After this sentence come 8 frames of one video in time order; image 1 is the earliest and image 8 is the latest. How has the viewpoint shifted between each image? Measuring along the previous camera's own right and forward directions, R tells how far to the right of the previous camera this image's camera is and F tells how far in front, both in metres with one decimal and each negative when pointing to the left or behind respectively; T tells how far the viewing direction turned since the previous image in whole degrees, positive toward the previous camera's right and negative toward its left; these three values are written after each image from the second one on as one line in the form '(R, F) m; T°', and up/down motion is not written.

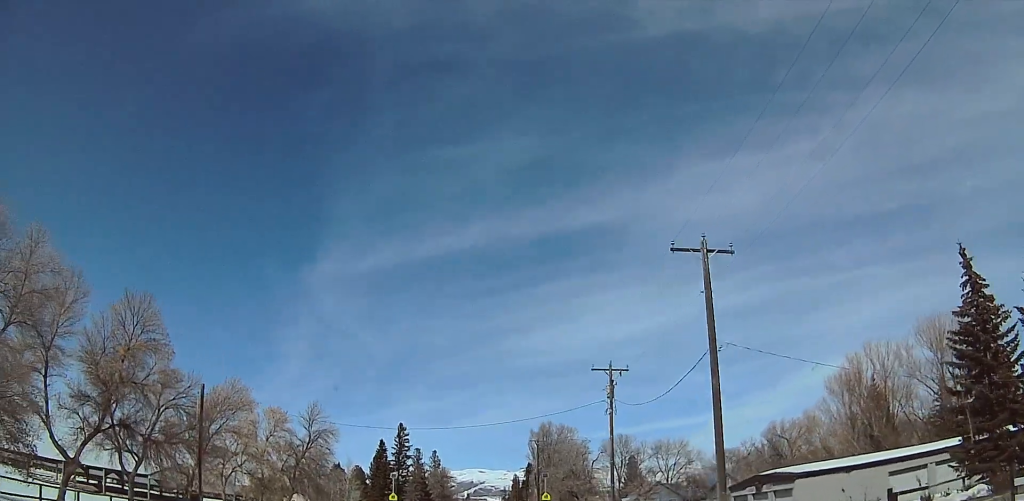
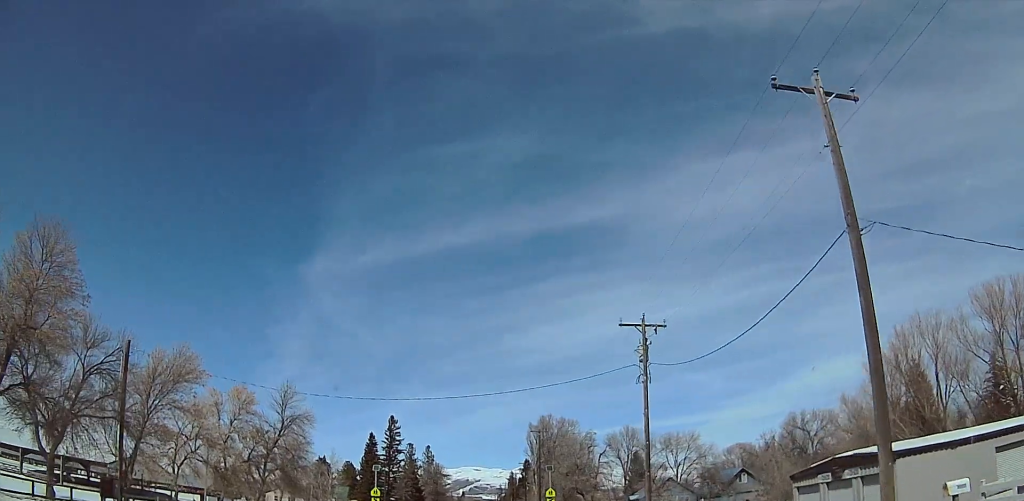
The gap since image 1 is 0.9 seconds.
(0.0, +9.5) m; 0°
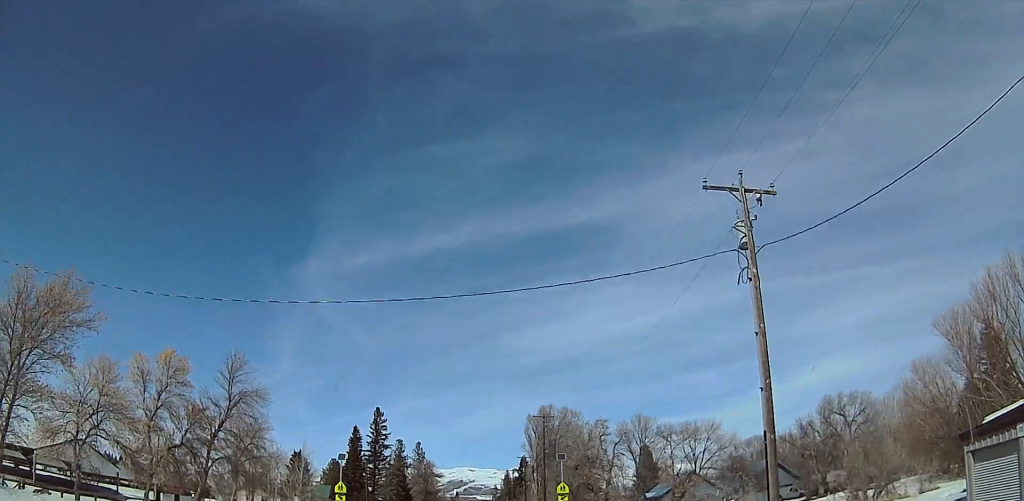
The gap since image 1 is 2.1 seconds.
(0.0, +13.9) m; 0°
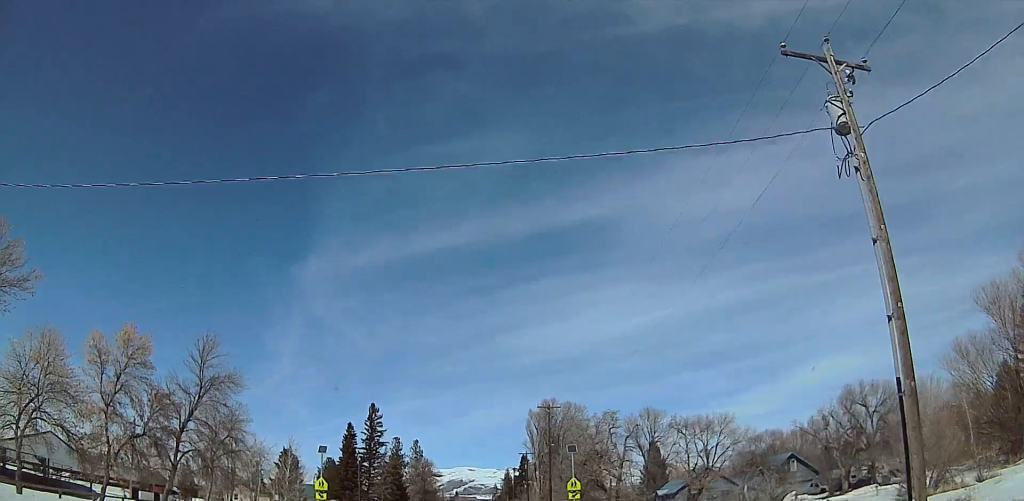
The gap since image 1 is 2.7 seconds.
(0.0, +6.3) m; 0°
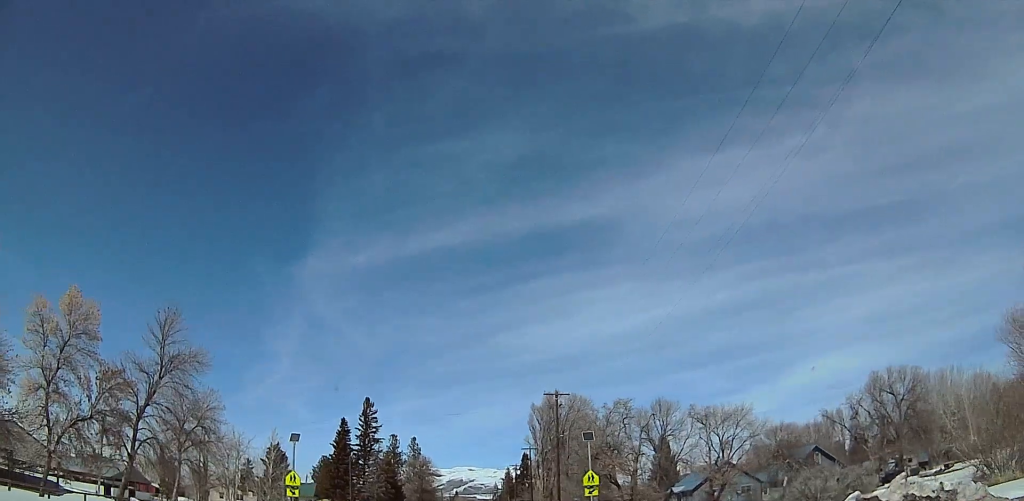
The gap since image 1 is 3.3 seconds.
(0.0, +7.1) m; 0°
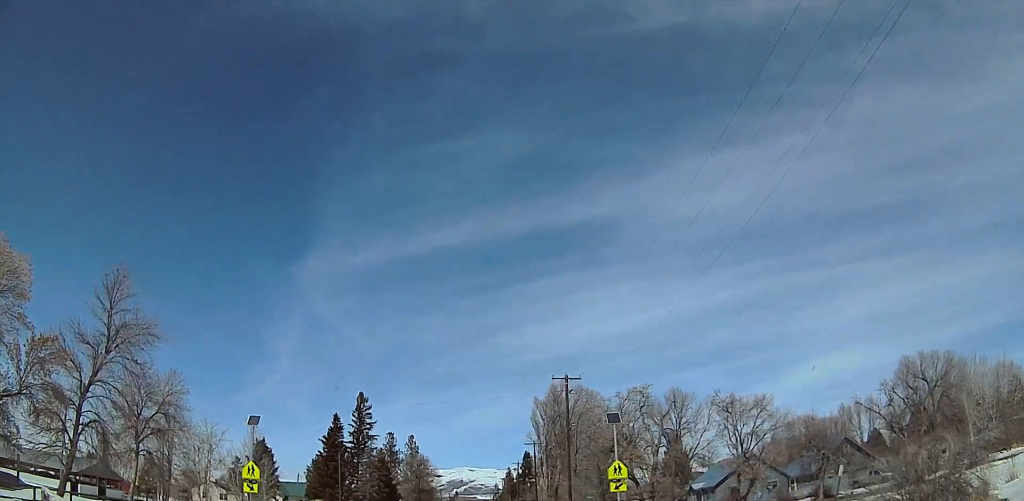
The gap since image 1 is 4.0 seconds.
(0.0, +7.6) m; 0°
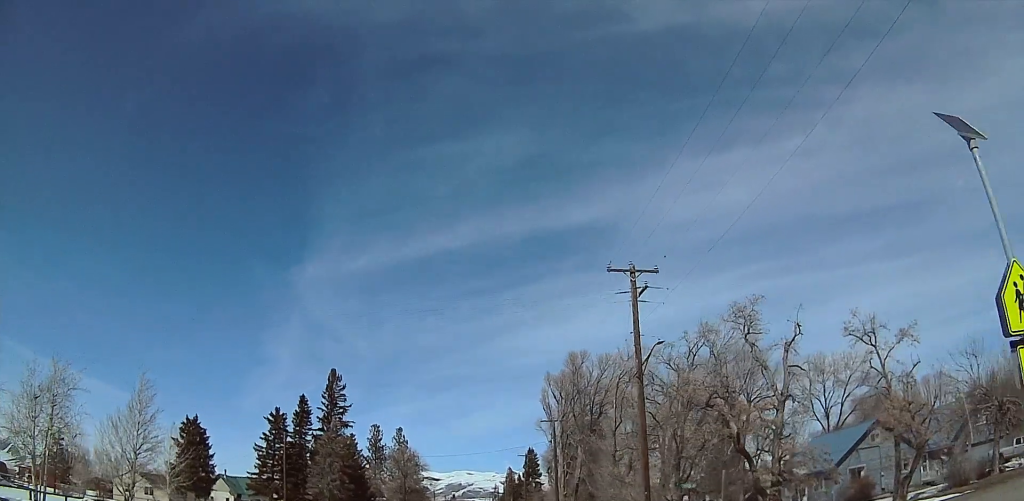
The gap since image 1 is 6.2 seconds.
(0.0, +25.5) m; 0°
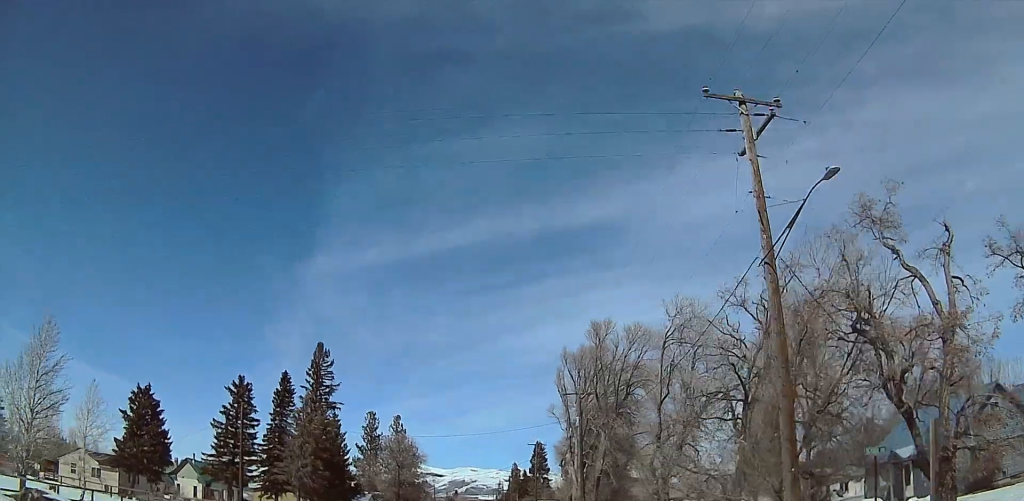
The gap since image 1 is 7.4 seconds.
(0.0, +13.6) m; 0°
